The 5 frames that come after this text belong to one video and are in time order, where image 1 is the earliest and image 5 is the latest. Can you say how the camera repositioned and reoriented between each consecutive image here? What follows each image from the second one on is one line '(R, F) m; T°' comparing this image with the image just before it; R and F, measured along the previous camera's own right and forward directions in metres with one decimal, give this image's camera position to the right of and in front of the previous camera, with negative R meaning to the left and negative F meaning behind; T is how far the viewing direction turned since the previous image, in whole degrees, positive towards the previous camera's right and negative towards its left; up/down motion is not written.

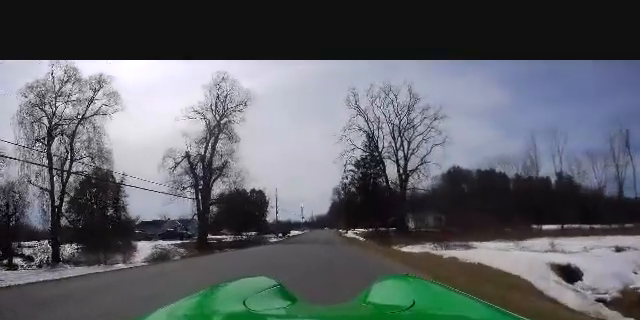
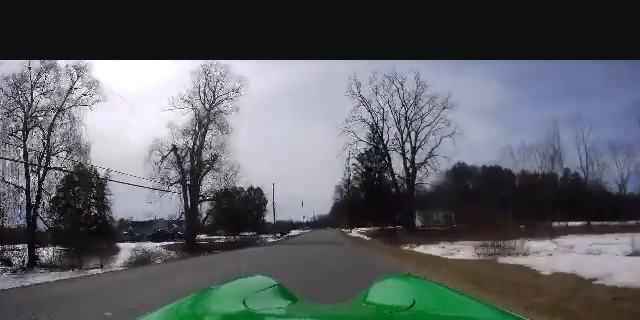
(0.0, +5.3) m; 0°
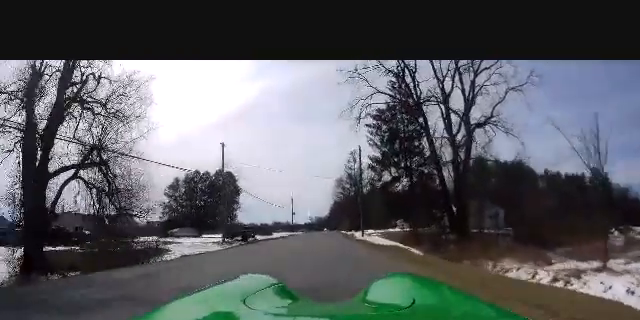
(+0.2, +27.1) m; 0°
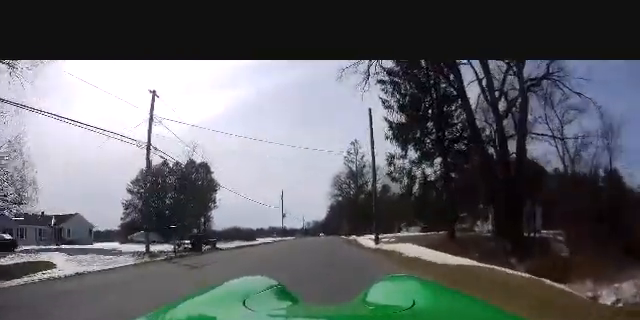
(0.0, +12.9) m; 0°
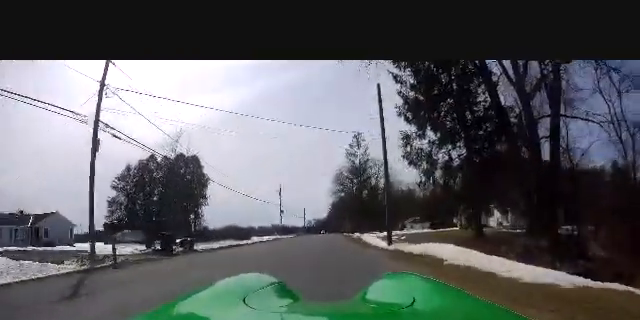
(0.0, +4.8) m; 0°
